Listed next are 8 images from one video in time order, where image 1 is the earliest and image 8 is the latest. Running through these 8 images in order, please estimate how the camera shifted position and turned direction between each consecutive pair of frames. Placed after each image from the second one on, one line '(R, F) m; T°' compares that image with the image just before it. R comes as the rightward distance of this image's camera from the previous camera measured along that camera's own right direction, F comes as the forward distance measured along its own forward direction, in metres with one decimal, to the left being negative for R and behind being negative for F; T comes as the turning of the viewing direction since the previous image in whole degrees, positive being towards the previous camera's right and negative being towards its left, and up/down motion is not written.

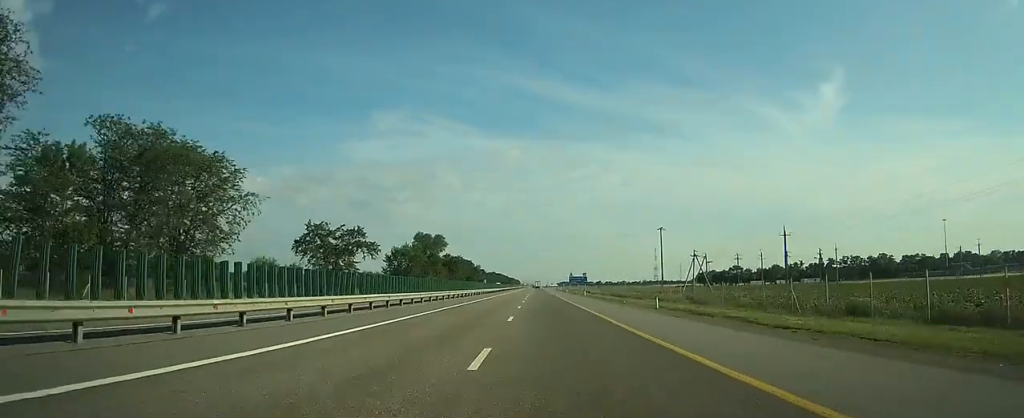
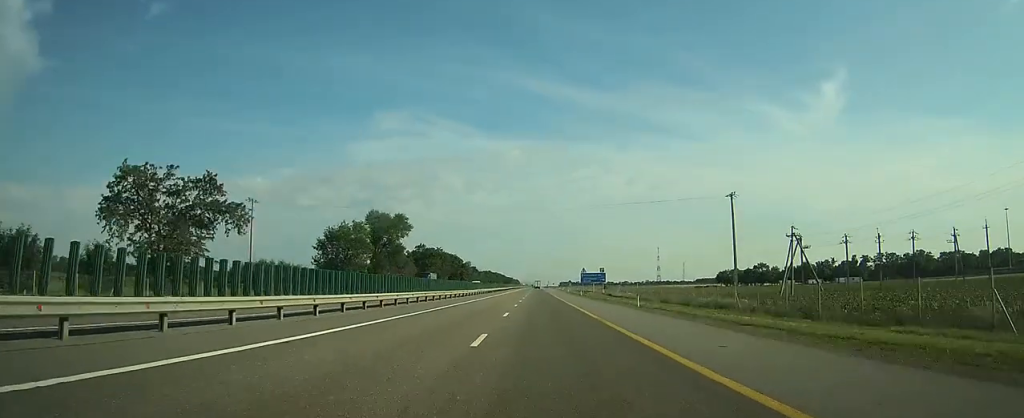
(-0.1, +45.0) m; 0°
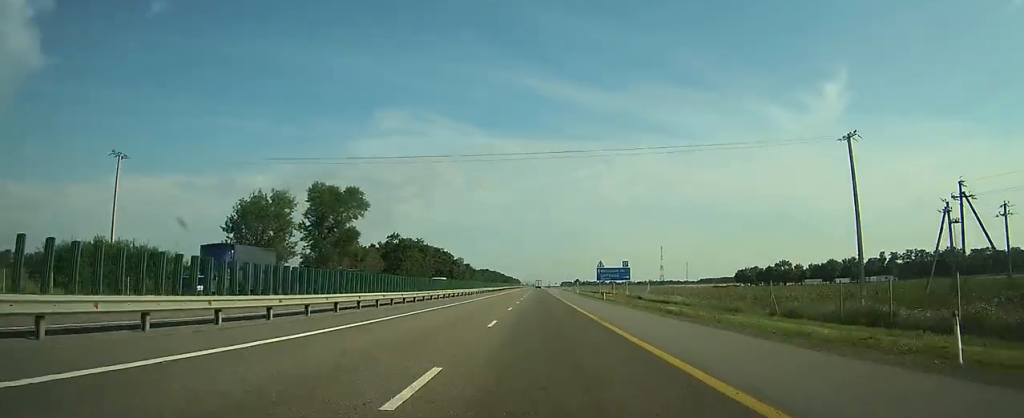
(0.0, +30.4) m; 0°
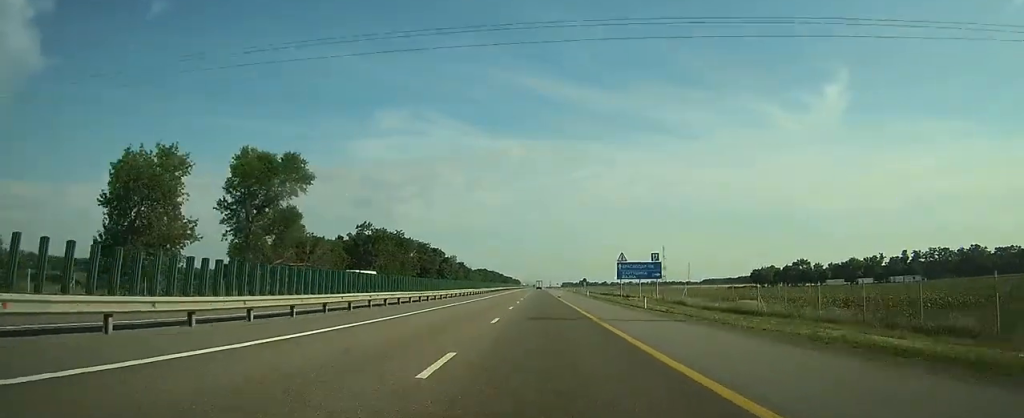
(0.0, +22.0) m; 0°
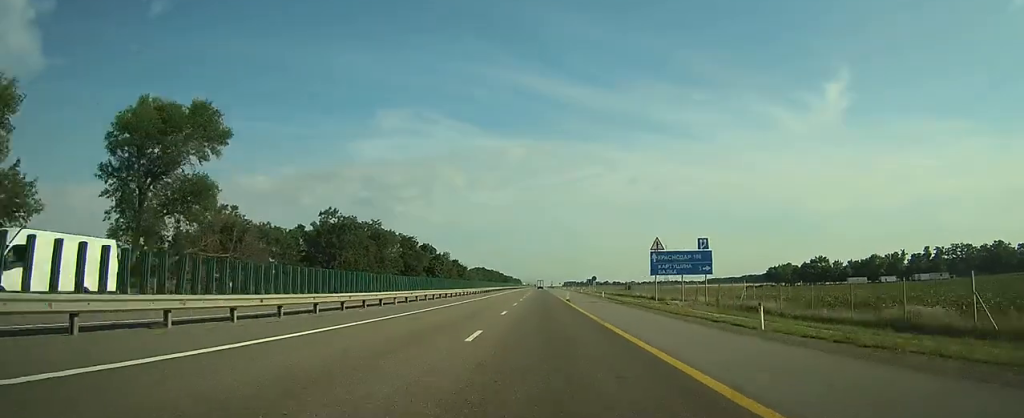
(0.0, +18.9) m; 0°
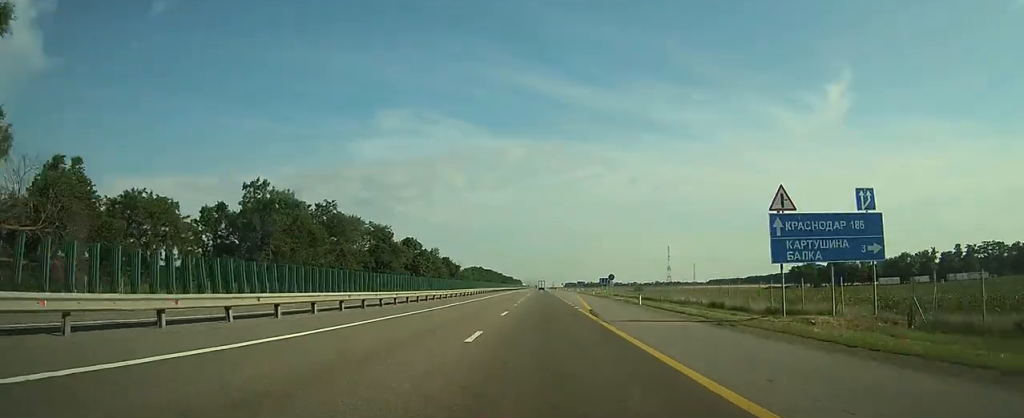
(0.0, +24.1) m; 0°
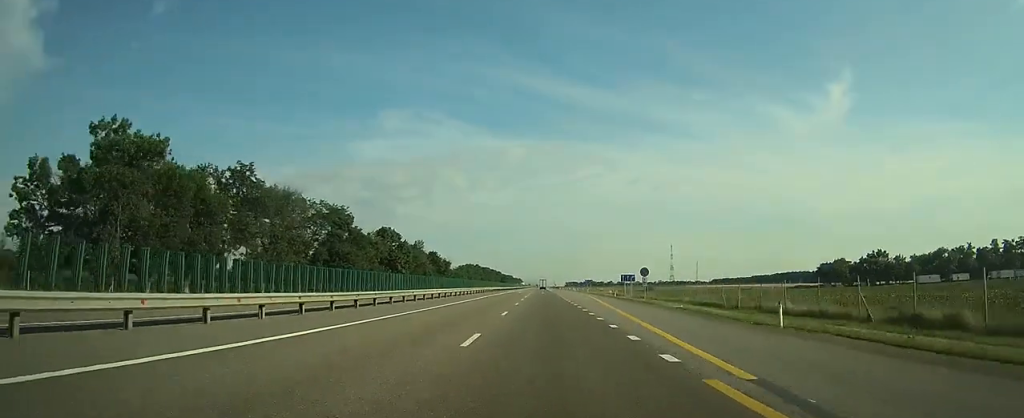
(0.0, +25.2) m; 0°
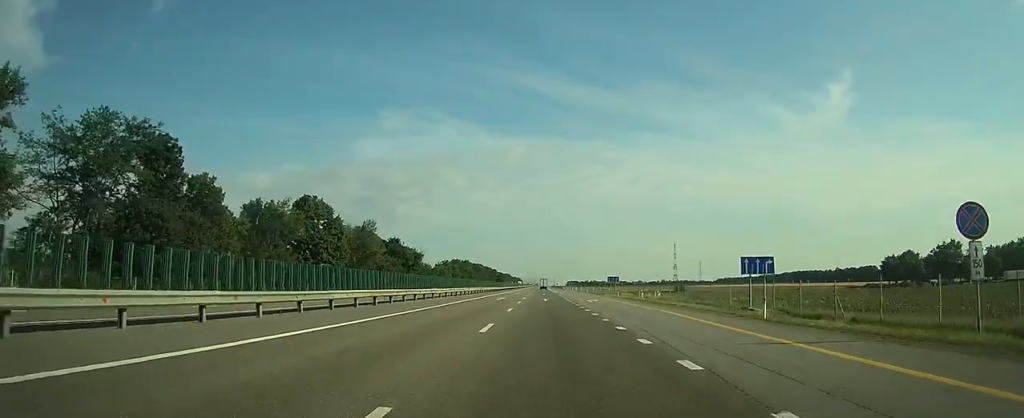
(0.0, +45.2) m; 0°
